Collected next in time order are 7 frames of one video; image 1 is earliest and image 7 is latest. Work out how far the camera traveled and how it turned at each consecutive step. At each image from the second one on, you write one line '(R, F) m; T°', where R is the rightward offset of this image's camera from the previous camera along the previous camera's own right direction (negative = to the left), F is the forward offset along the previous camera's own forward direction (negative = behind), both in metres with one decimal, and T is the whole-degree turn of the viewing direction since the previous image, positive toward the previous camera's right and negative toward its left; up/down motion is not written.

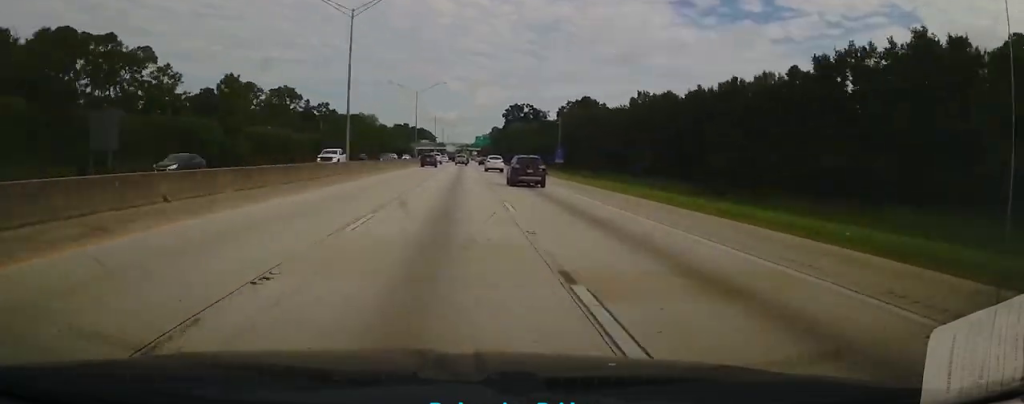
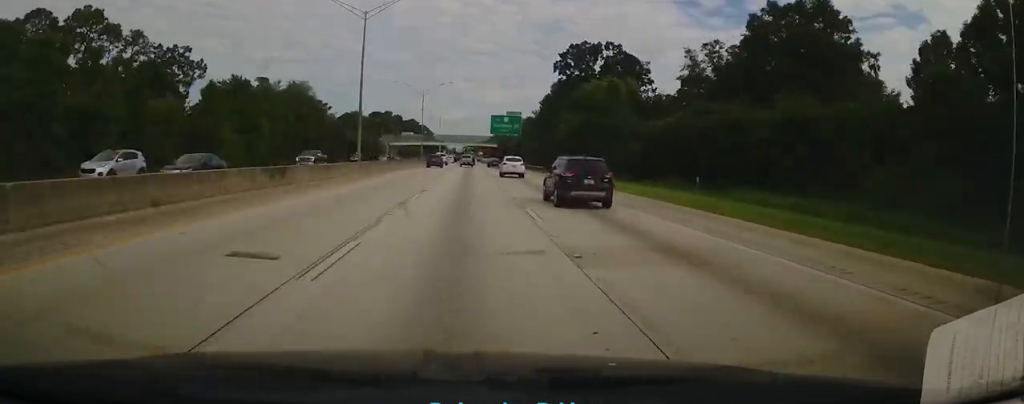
(-0.1, +105.5) m; 0°
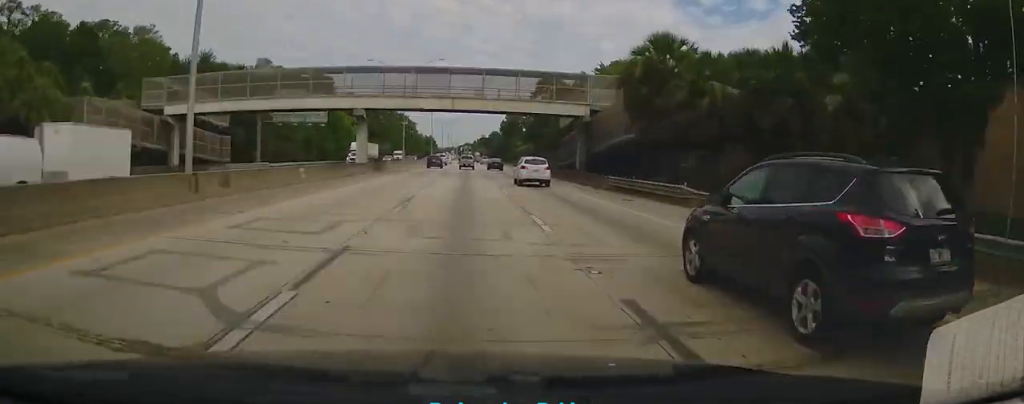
(+0.2, +136.3) m; 0°
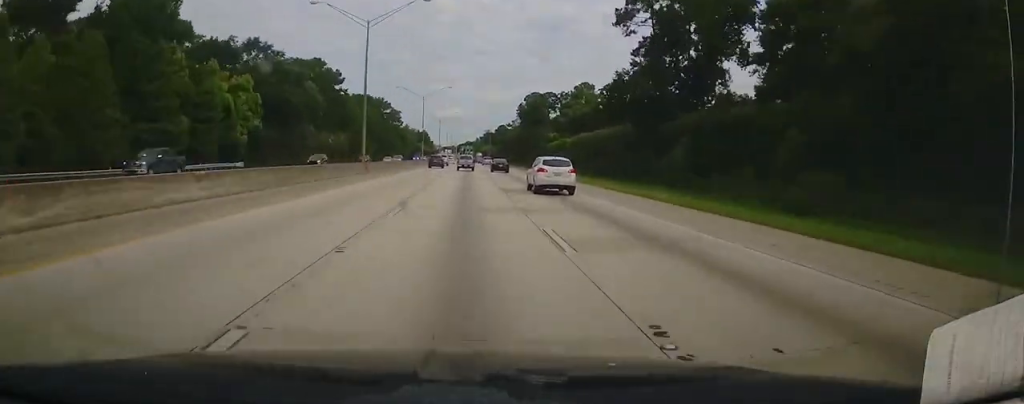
(-0.5, +91.8) m; 0°
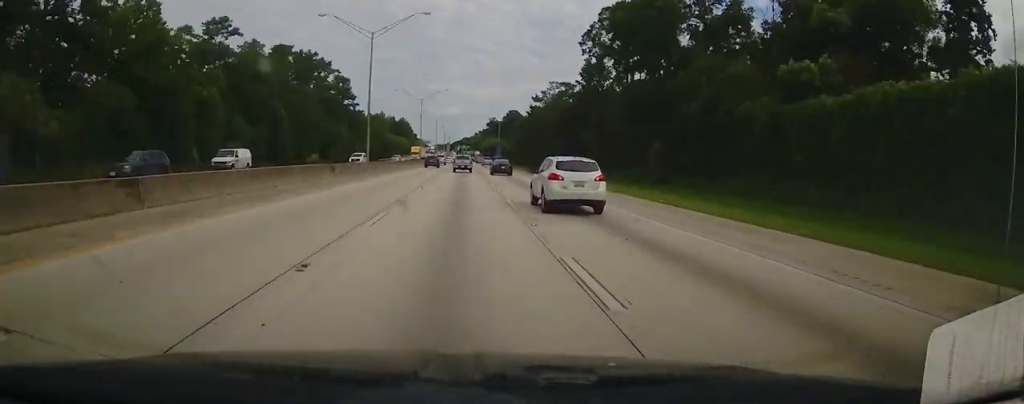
(+0.2, +126.3) m; 0°
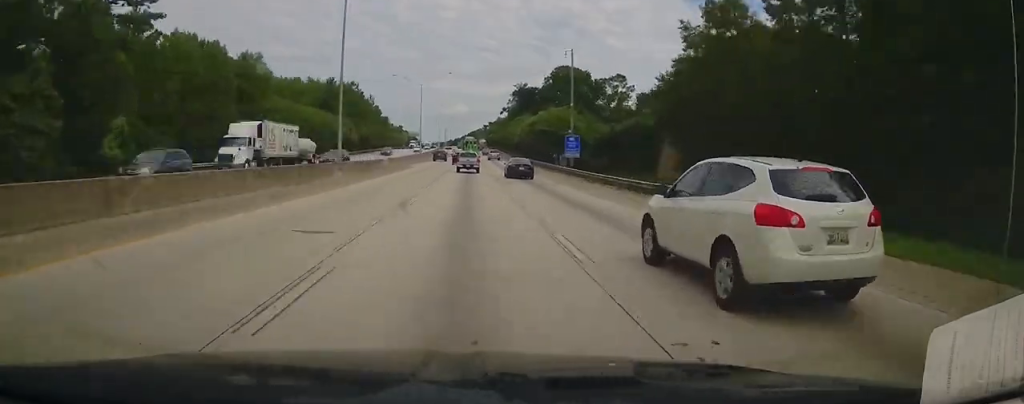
(-0.2, +170.5) m; -1°
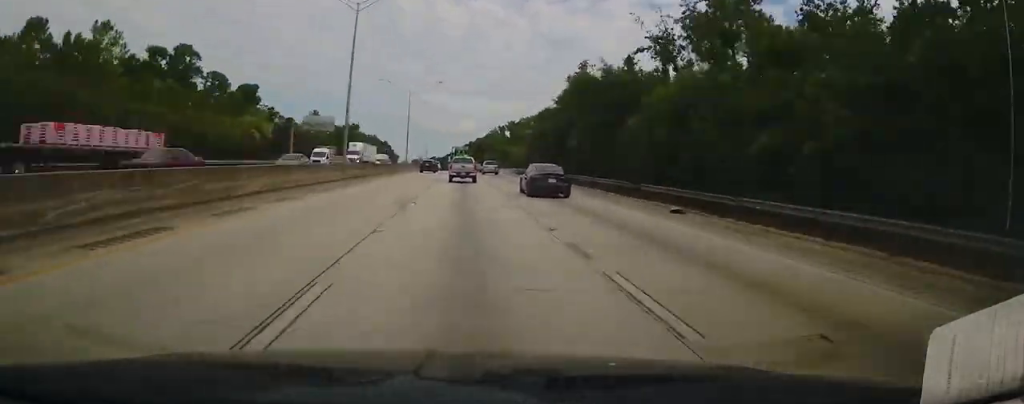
(-2.1, +160.2) m; -2°
